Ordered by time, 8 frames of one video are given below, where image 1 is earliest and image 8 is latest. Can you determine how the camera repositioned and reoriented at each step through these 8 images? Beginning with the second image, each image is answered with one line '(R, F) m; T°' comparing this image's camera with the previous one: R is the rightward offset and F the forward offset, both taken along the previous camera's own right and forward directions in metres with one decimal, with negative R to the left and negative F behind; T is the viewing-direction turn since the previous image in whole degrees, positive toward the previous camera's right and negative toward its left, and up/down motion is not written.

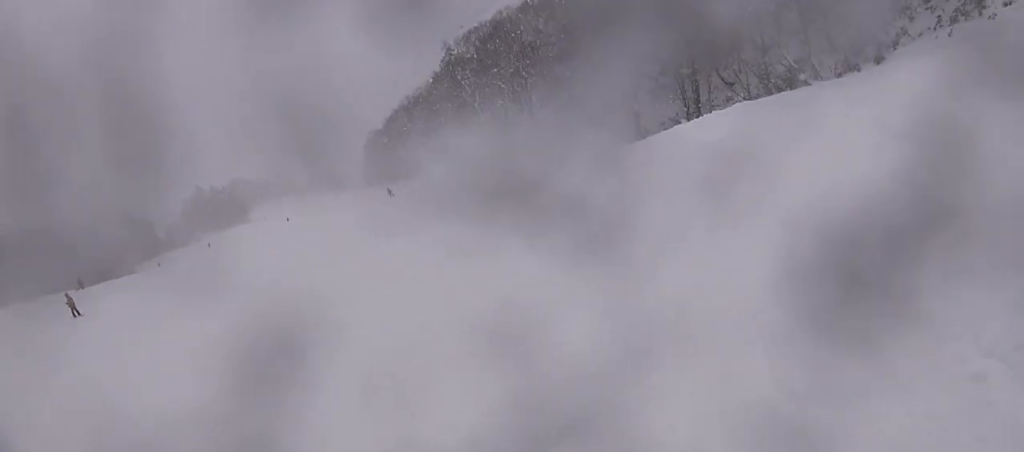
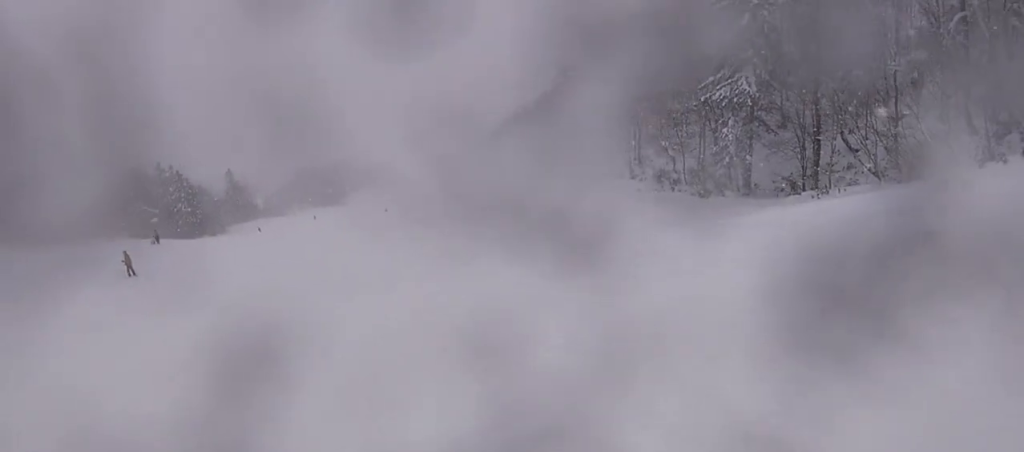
(+0.9, +2.8) m; +4°
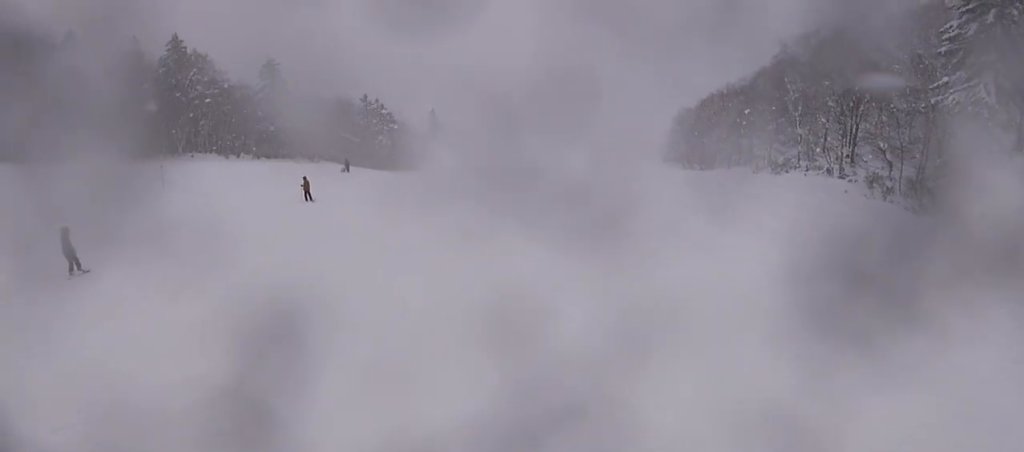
(-0.5, +2.3) m; -9°
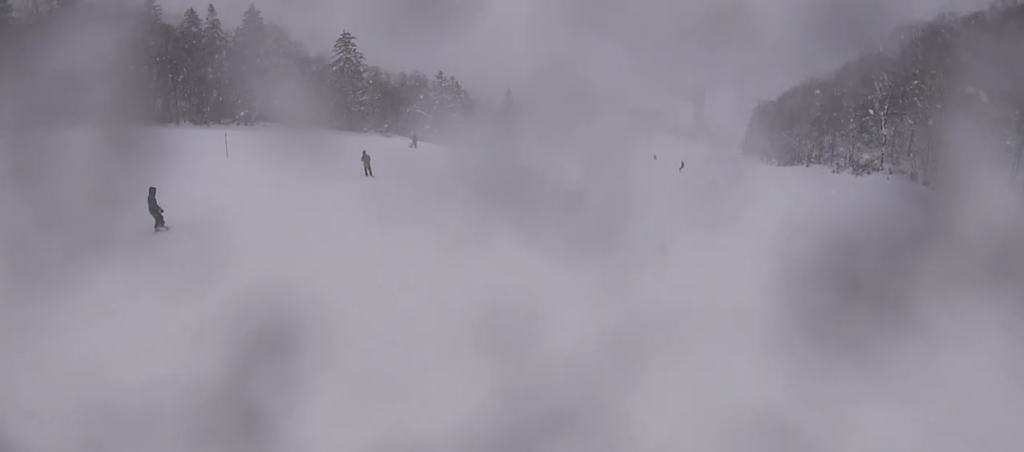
(-0.3, +1.6) m; -8°
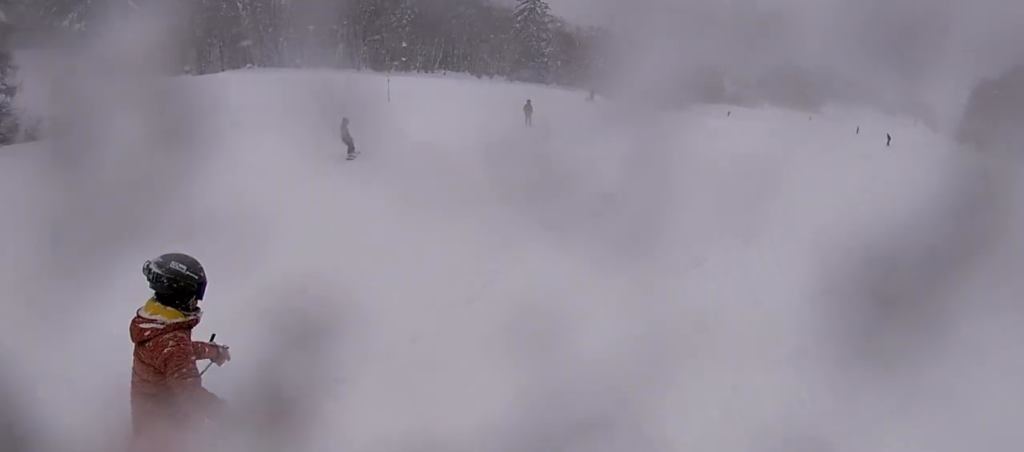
(+0.1, +3.7) m; -13°
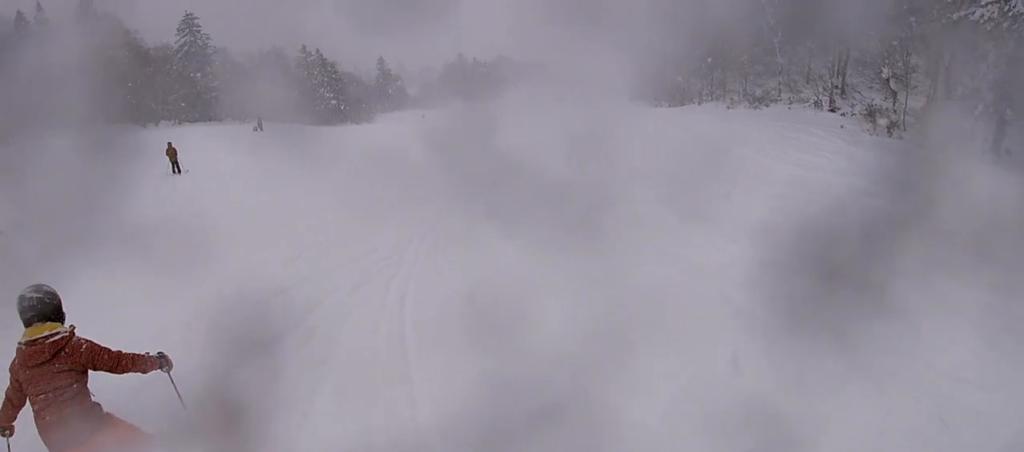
(-1.0, +3.0) m; -3°
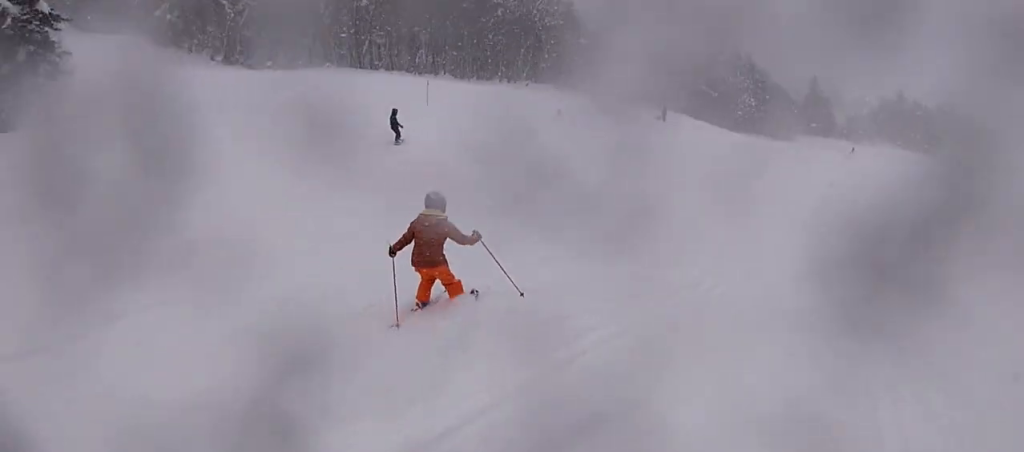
(+0.7, +2.5) m; +1°
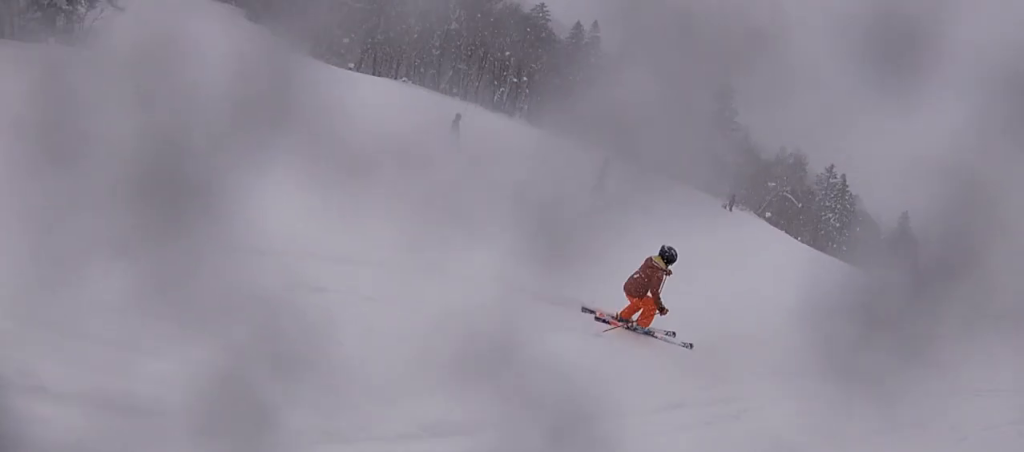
(-0.8, +5.0) m; -38°
